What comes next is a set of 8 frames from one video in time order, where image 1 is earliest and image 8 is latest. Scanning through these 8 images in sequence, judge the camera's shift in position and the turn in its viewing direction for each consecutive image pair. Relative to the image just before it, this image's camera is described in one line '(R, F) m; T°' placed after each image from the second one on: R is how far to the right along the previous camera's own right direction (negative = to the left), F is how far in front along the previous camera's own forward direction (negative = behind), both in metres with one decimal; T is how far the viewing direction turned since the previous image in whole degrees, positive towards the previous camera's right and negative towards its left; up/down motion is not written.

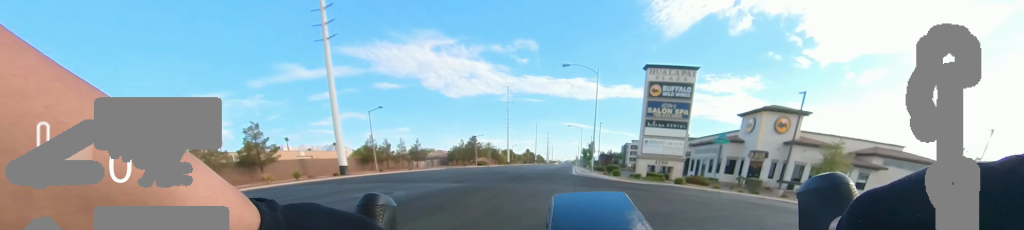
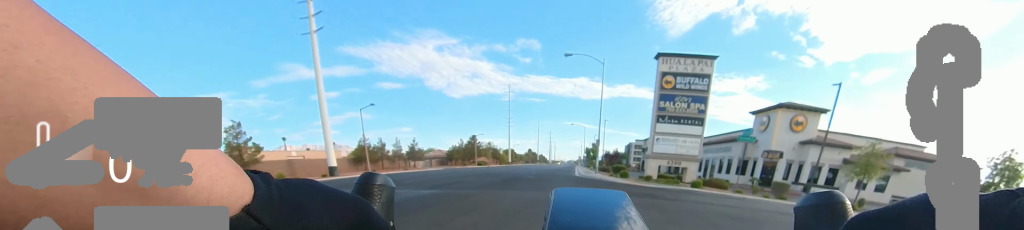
(0.0, +2.5) m; 0°
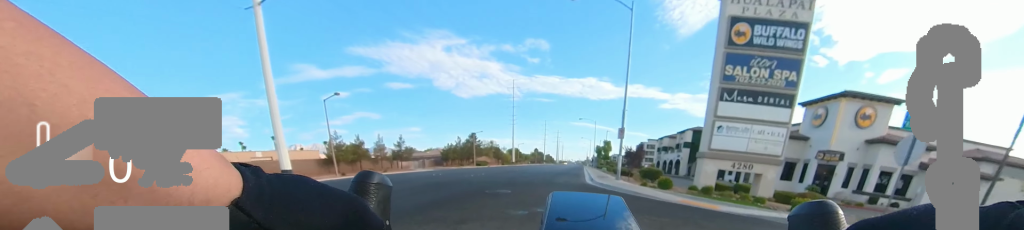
(0.0, +8.7) m; 0°
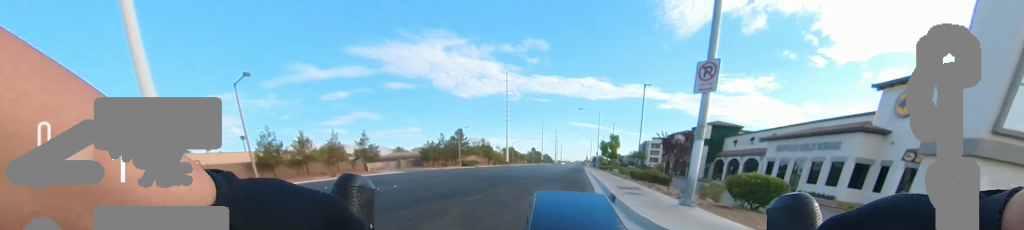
(0.0, +11.4) m; 0°
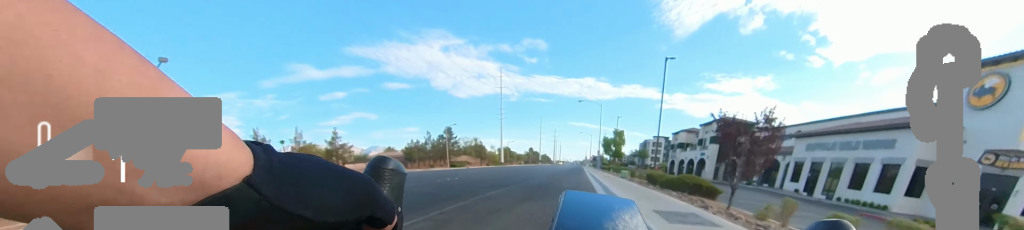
(0.0, +6.2) m; 0°
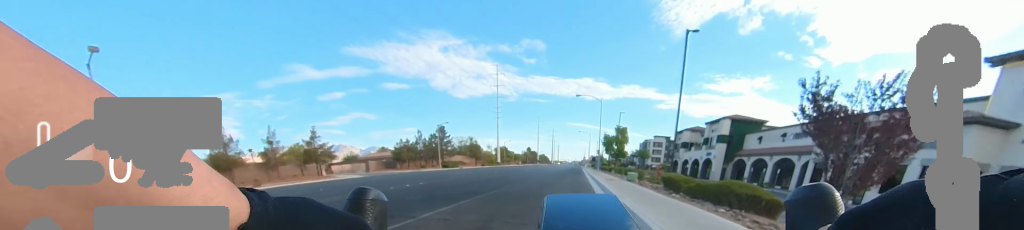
(0.0, +3.7) m; 0°
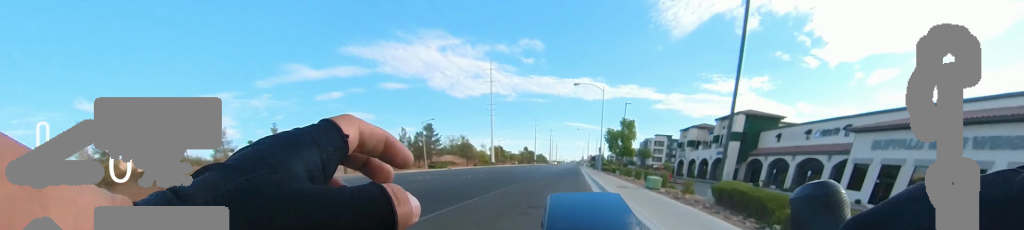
(0.0, +5.6) m; 0°
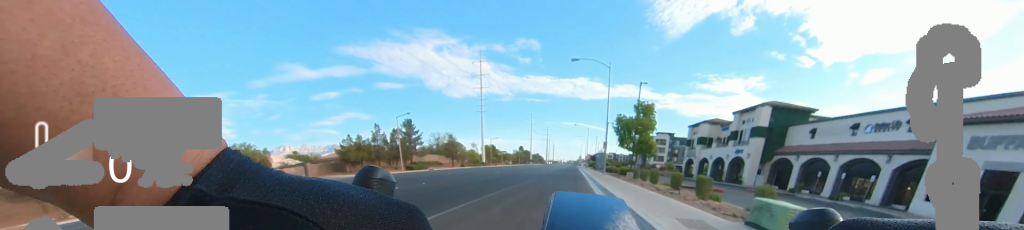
(0.0, +7.6) m; 0°
